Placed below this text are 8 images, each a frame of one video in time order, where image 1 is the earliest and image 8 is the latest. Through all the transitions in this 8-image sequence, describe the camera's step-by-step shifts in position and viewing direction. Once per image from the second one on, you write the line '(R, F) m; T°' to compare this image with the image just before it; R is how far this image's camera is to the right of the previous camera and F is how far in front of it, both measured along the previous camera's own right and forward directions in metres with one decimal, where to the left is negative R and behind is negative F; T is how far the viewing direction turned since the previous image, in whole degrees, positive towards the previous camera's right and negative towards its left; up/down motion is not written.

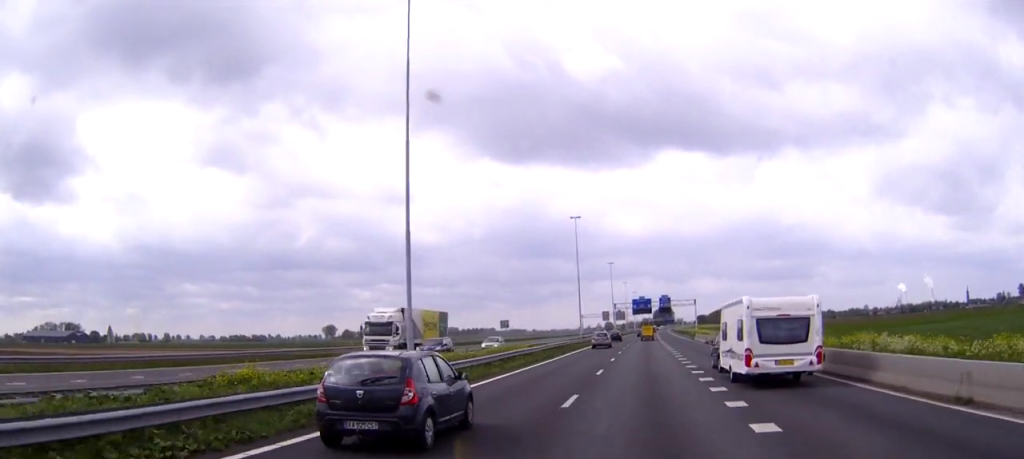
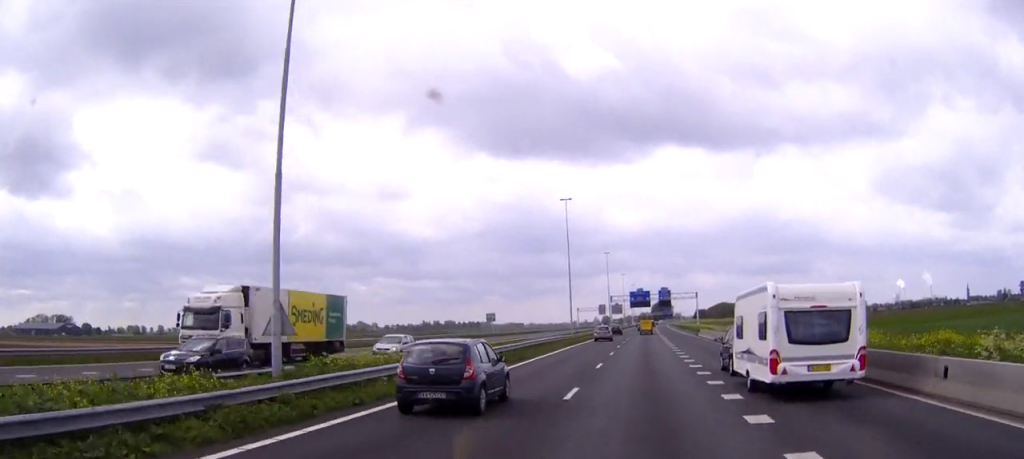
(0.0, +11.3) m; 0°
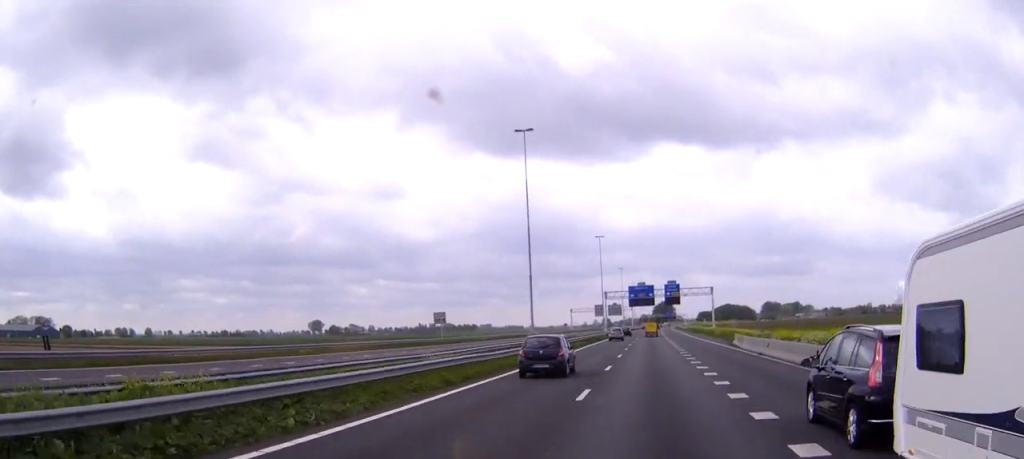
(+0.2, +34.9) m; 0°
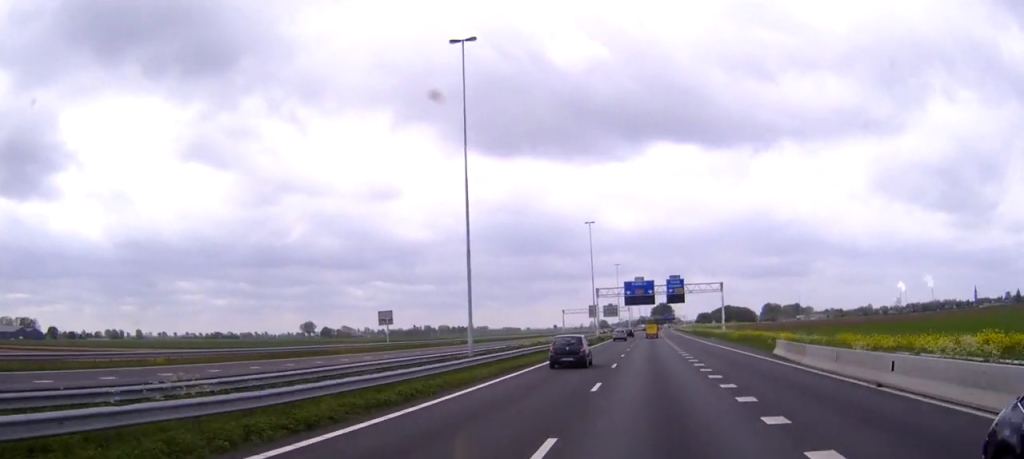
(0.0, +20.6) m; 0°
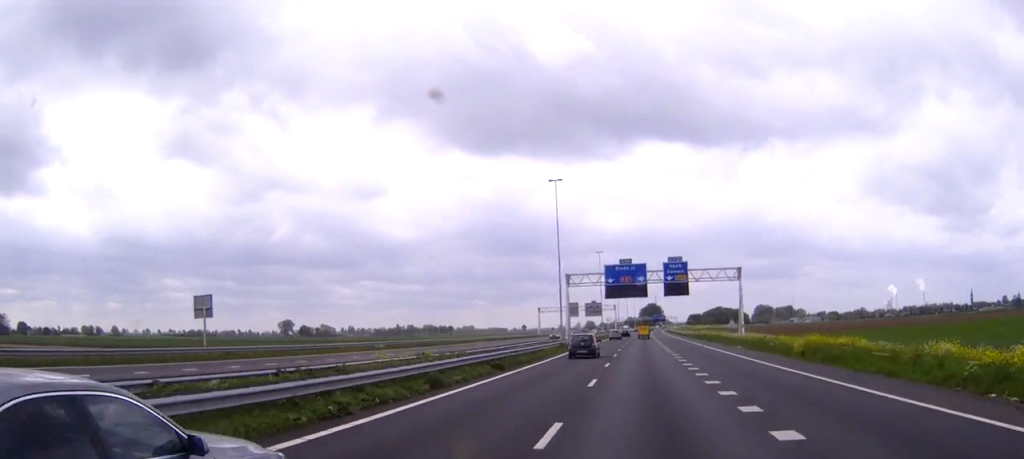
(+0.2, +33.7) m; +1°
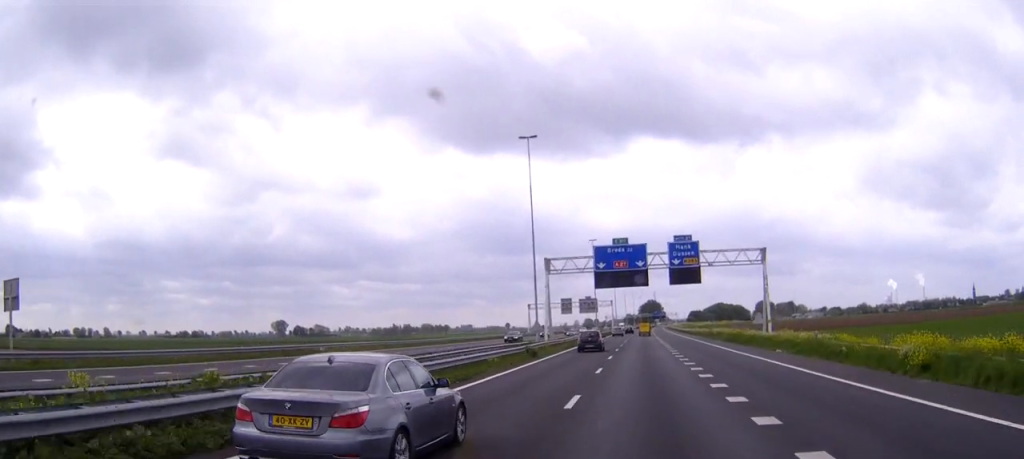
(0.0, +18.4) m; 0°
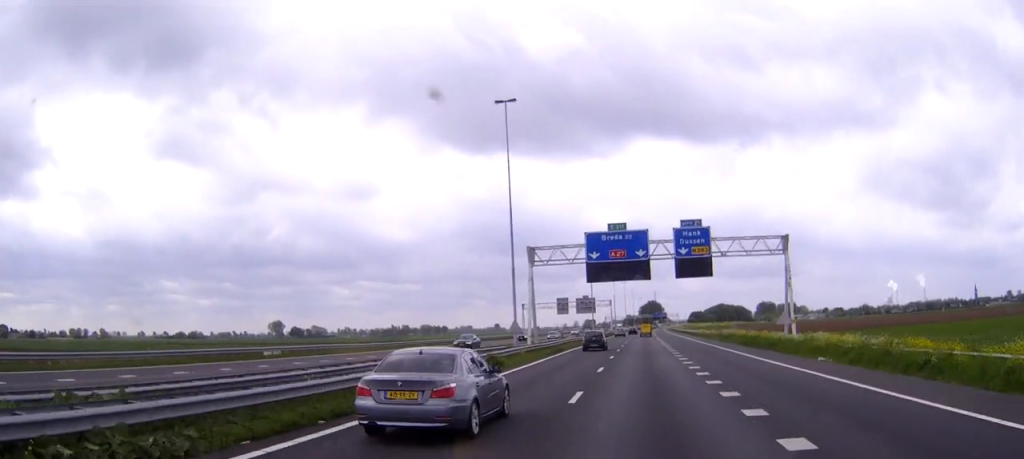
(0.0, +10.7) m; 0°
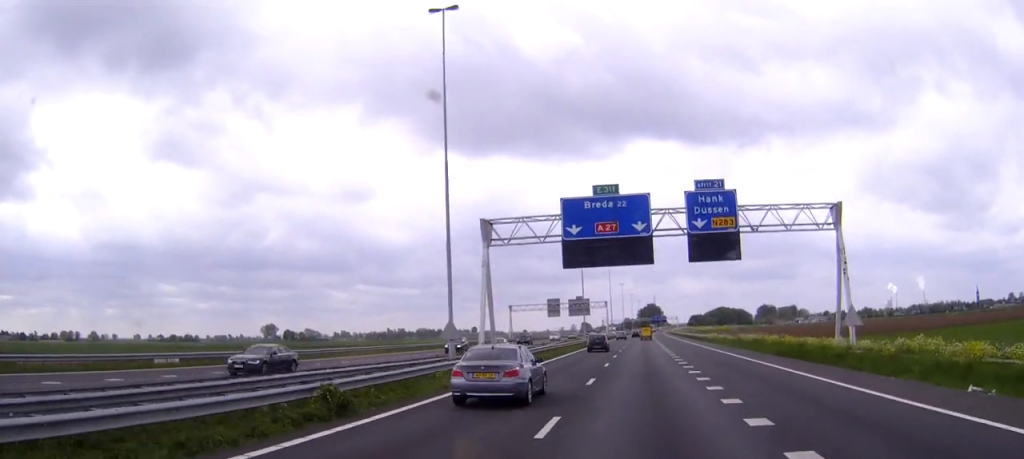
(0.0, +16.9) m; 0°
